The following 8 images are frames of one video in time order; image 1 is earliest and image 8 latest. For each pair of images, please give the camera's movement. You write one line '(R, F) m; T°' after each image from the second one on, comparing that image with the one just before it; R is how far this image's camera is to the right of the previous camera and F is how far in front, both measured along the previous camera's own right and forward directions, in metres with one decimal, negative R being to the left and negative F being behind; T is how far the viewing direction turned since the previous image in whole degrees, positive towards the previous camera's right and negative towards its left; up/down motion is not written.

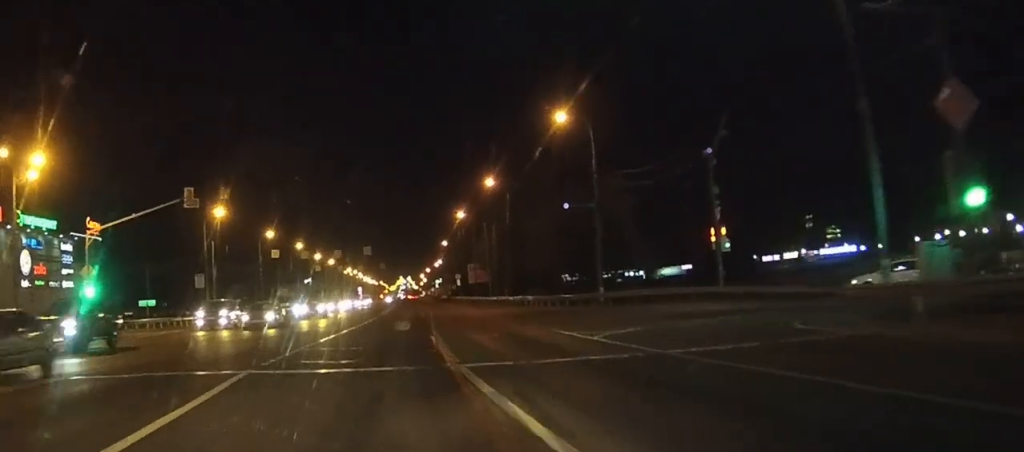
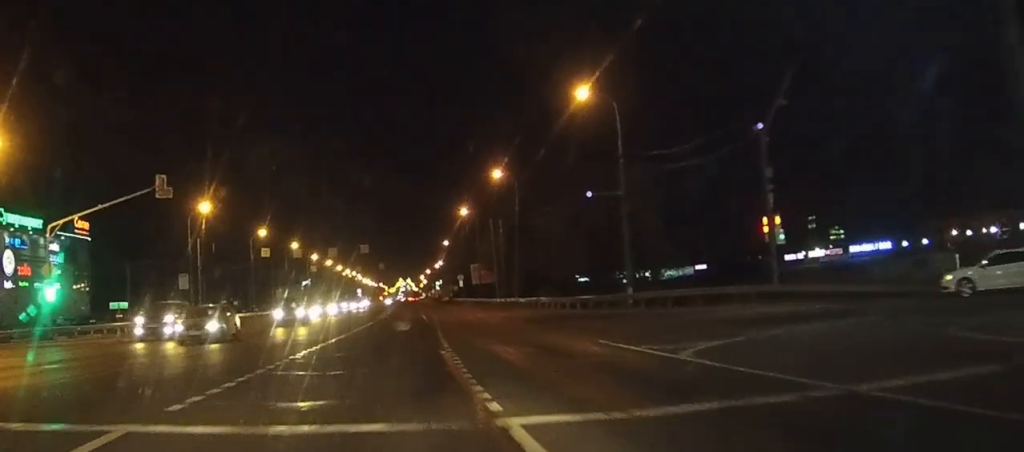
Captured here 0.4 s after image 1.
(0.0, +7.2) m; 0°
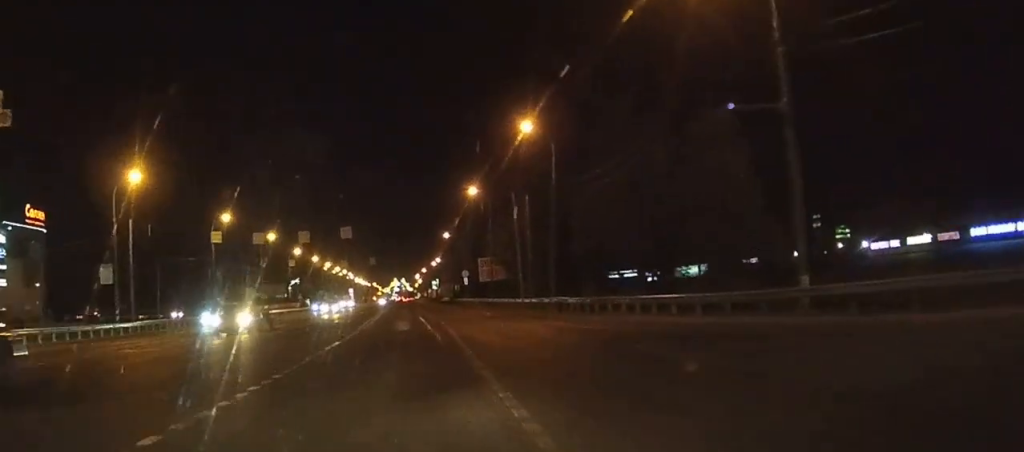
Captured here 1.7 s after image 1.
(+0.1, +23.1) m; 0°
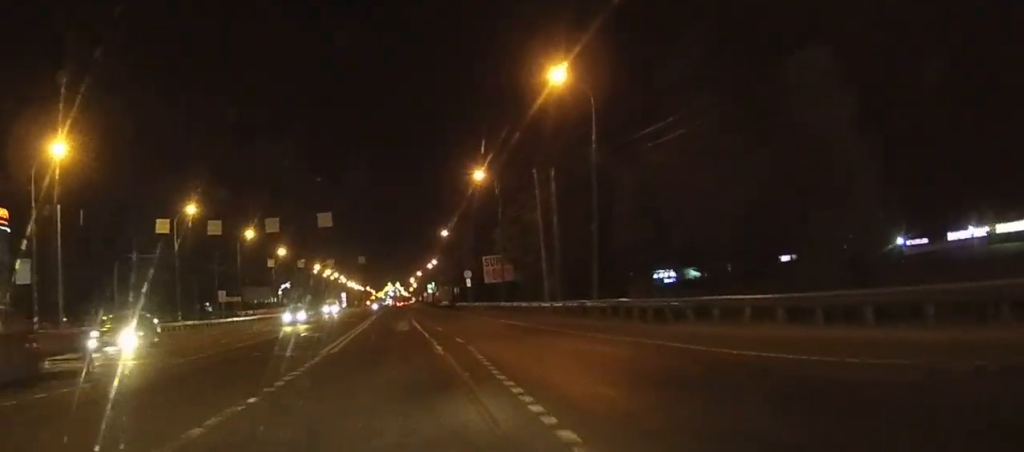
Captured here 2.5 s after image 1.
(+0.1, +14.9) m; 0°
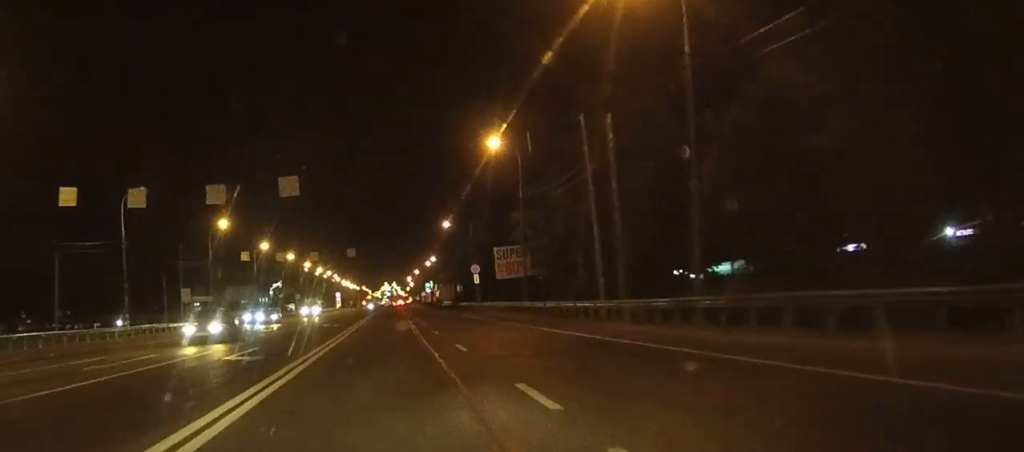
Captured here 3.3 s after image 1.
(0.0, +16.5) m; 0°
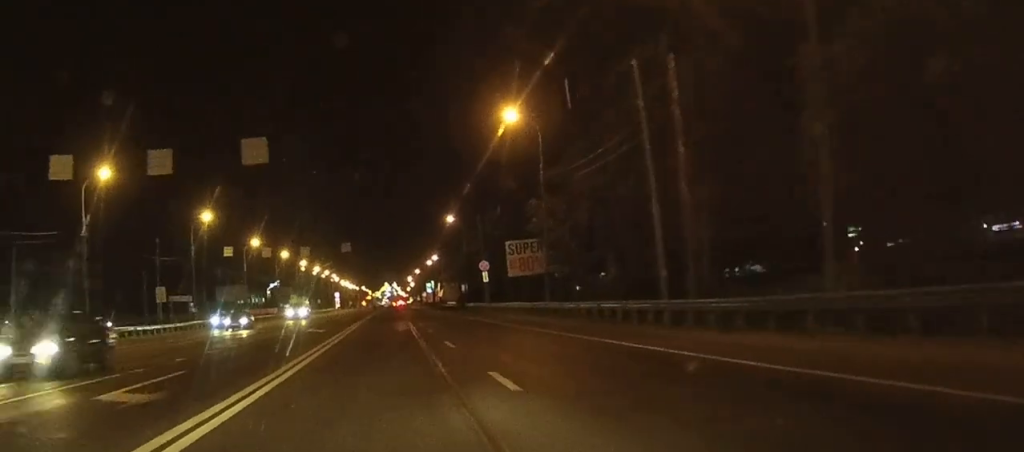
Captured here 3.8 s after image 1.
(0.0, +9.6) m; 0°
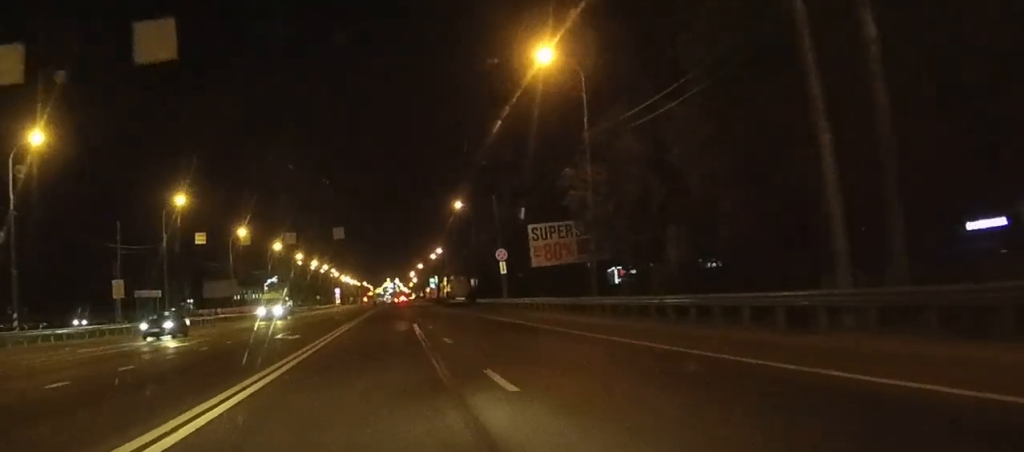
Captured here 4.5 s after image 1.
(-0.1, +13.0) m; 0°
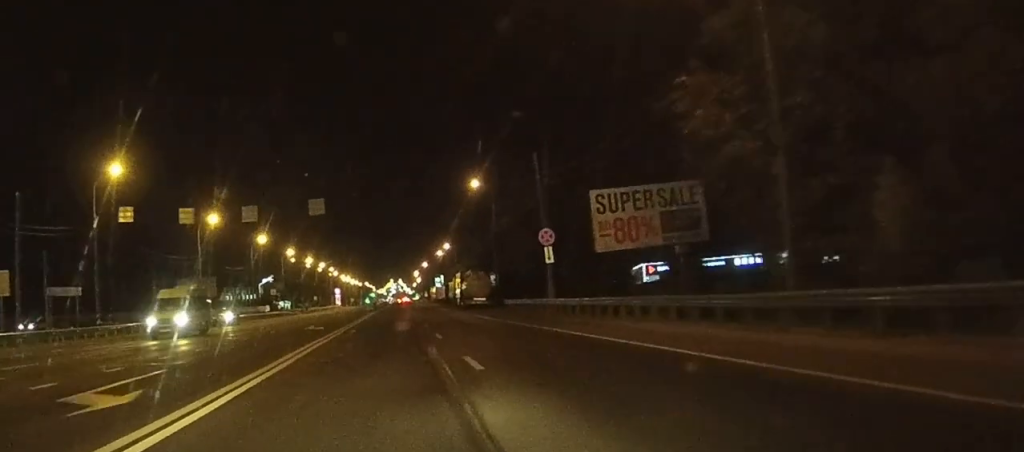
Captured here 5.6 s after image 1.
(-0.1, +21.0) m; 0°
